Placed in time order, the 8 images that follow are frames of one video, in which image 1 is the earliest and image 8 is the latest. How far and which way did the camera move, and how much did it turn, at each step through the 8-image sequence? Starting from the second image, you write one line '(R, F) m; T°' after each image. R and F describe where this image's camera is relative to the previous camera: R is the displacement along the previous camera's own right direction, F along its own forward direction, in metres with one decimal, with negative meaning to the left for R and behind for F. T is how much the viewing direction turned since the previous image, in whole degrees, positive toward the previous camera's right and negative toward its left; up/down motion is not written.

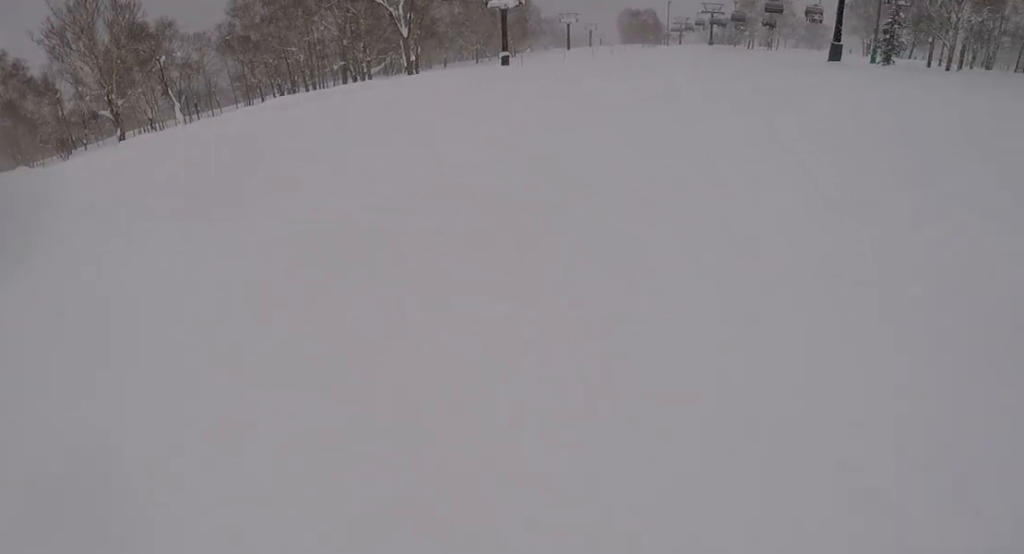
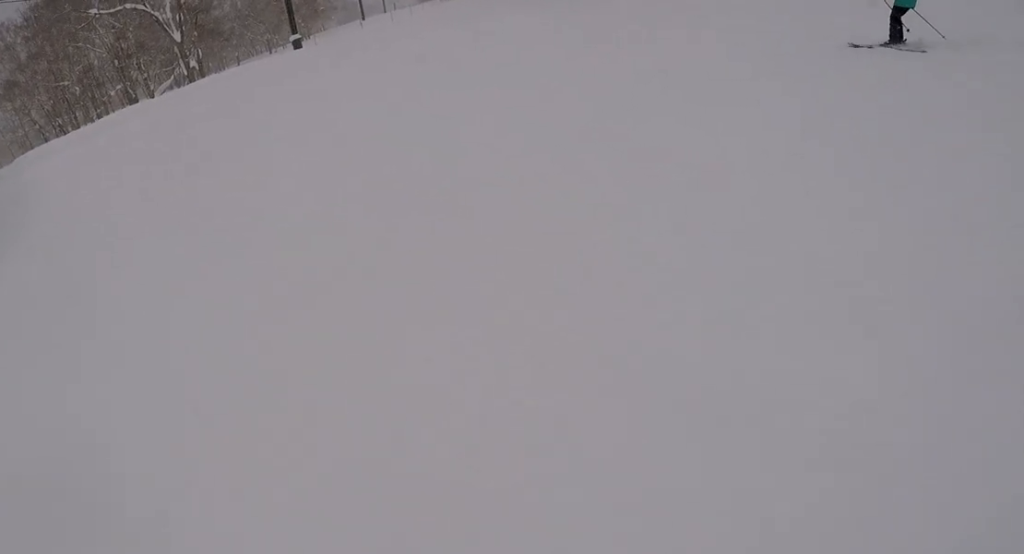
(+0.8, +6.3) m; +5°
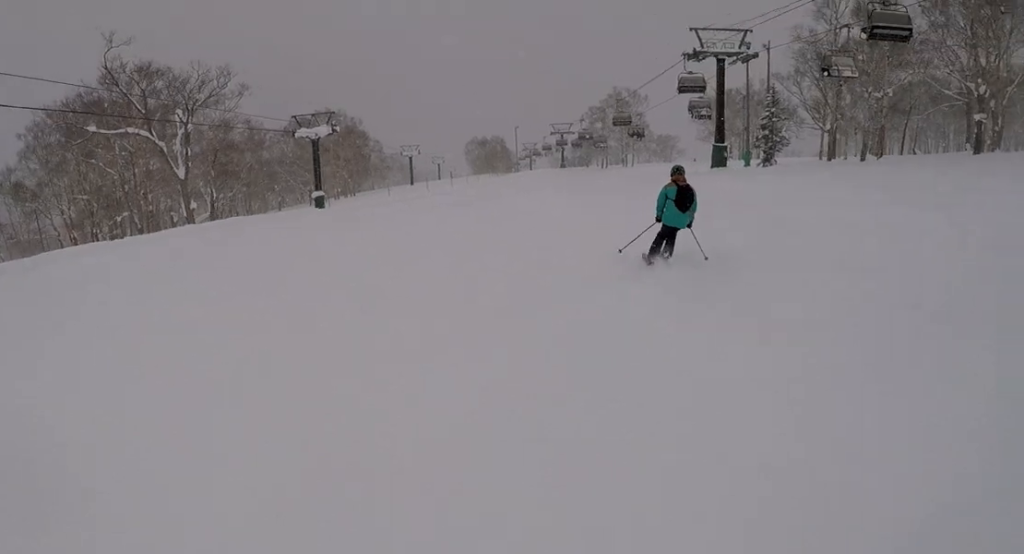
(0.0, +8.4) m; -9°
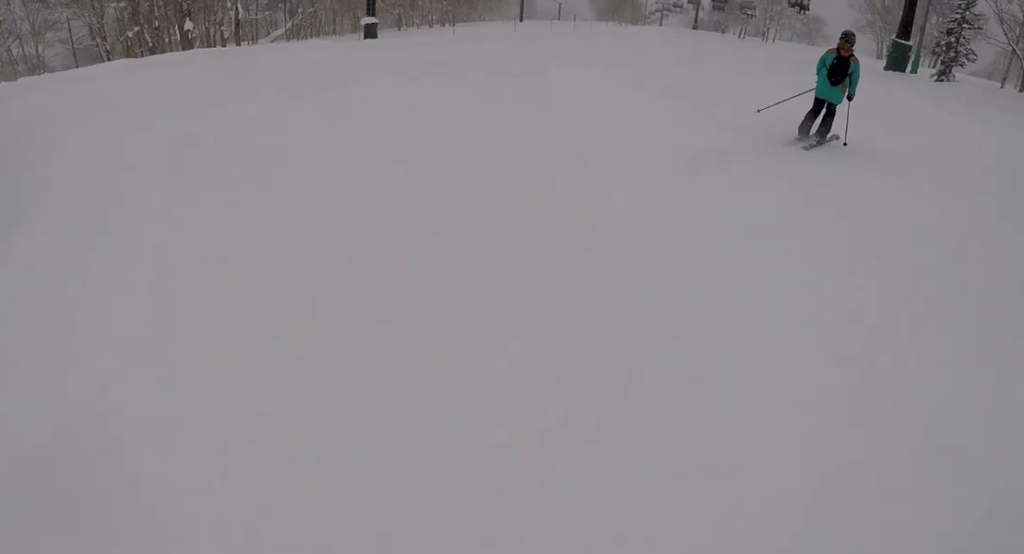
(-0.9, +11.3) m; +3°
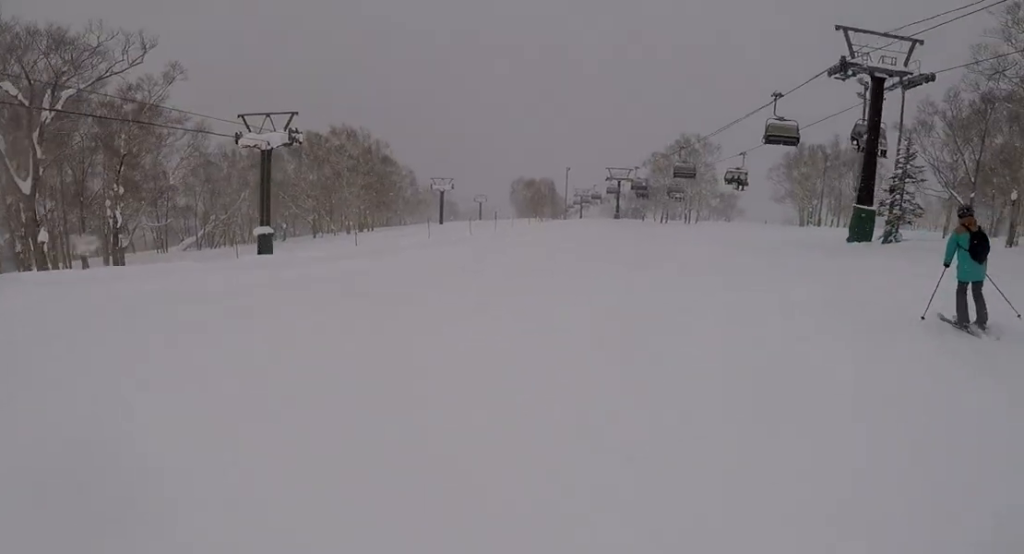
(+0.8, +6.3) m; +8°
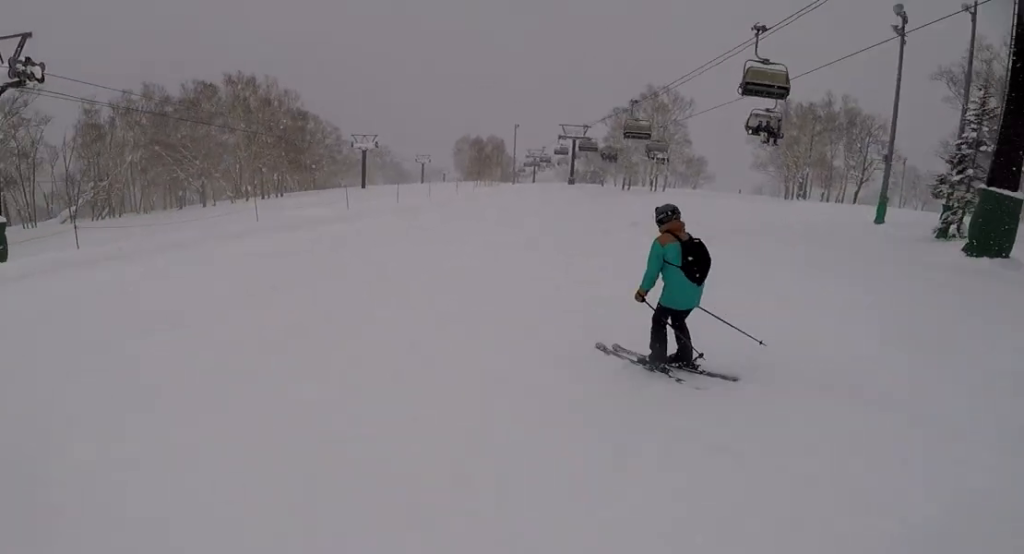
(-0.2, +14.9) m; -18°
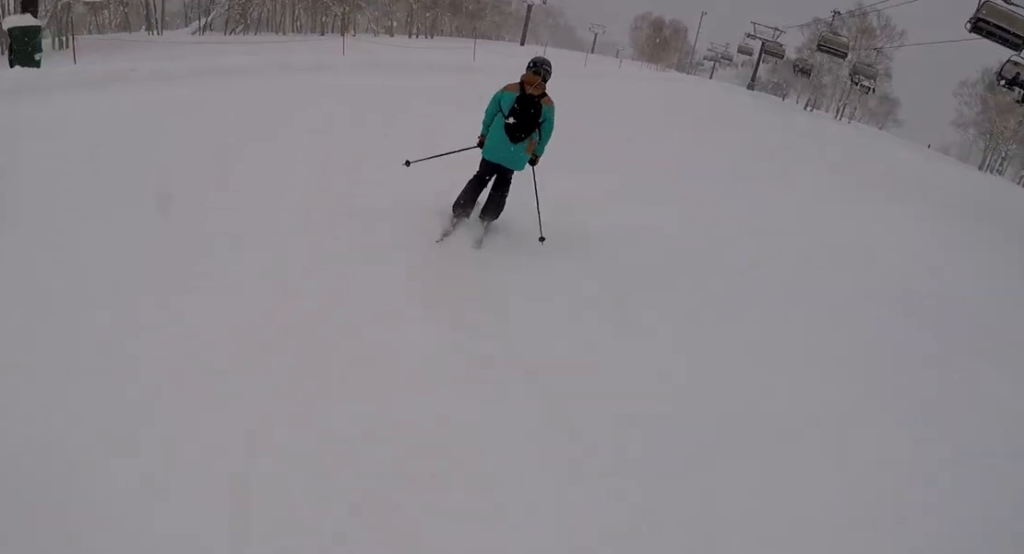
(-1.5, +4.9) m; -7°
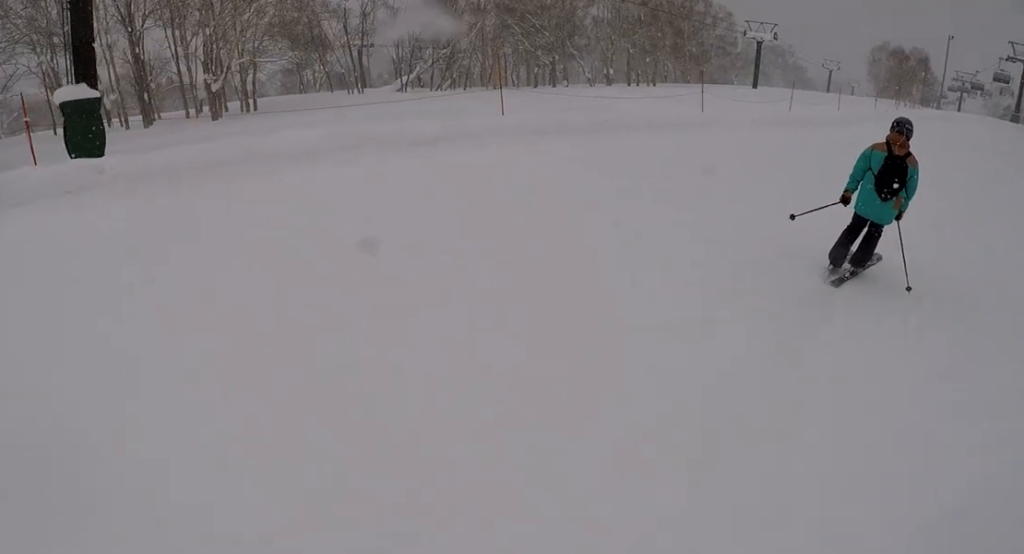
(+0.2, +7.4) m; +6°
